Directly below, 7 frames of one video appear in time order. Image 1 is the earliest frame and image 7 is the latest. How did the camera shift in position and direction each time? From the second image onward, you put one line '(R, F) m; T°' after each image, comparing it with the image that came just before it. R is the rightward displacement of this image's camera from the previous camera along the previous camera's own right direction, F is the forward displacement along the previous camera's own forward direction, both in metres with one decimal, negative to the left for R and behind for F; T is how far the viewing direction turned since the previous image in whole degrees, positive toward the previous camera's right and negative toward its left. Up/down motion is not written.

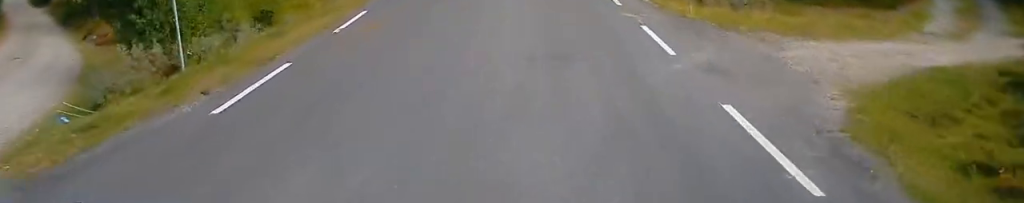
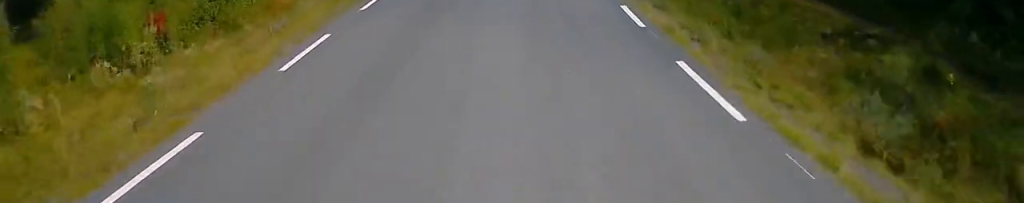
(-0.3, +21.7) m; -2°
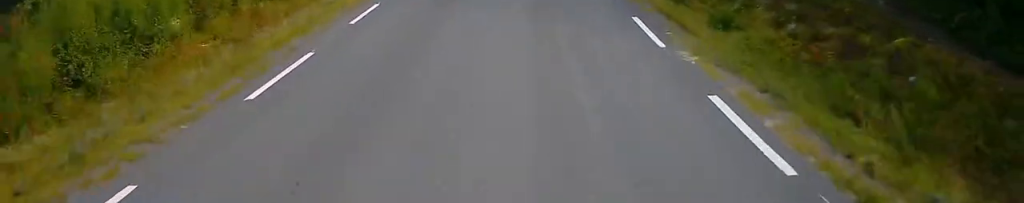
(-0.3, +7.5) m; 0°
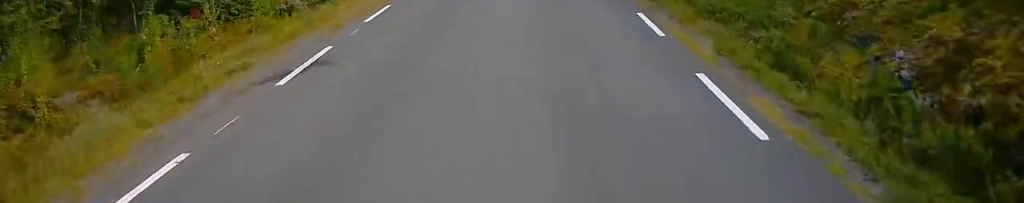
(+0.7, +16.8) m; +2°
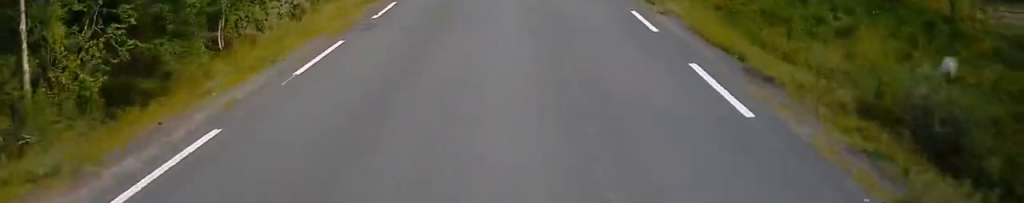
(-0.4, +17.0) m; -2°
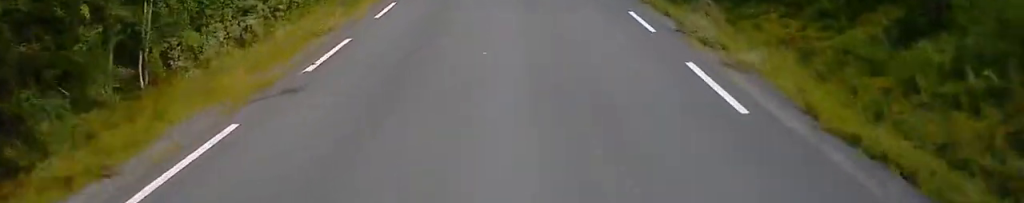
(-0.2, +5.6) m; 0°
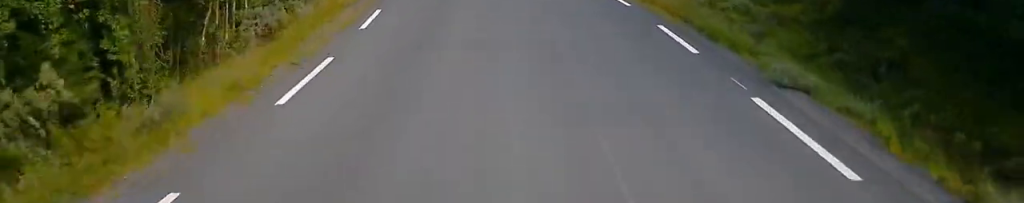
(+0.5, +14.1) m; 0°
